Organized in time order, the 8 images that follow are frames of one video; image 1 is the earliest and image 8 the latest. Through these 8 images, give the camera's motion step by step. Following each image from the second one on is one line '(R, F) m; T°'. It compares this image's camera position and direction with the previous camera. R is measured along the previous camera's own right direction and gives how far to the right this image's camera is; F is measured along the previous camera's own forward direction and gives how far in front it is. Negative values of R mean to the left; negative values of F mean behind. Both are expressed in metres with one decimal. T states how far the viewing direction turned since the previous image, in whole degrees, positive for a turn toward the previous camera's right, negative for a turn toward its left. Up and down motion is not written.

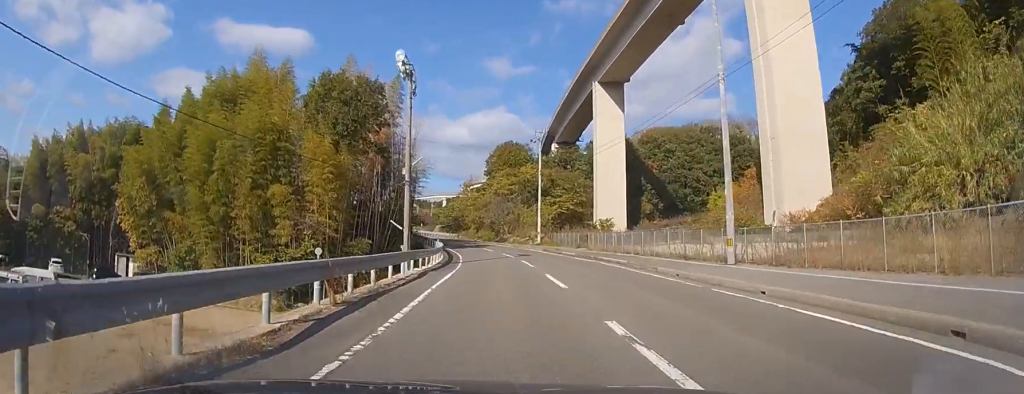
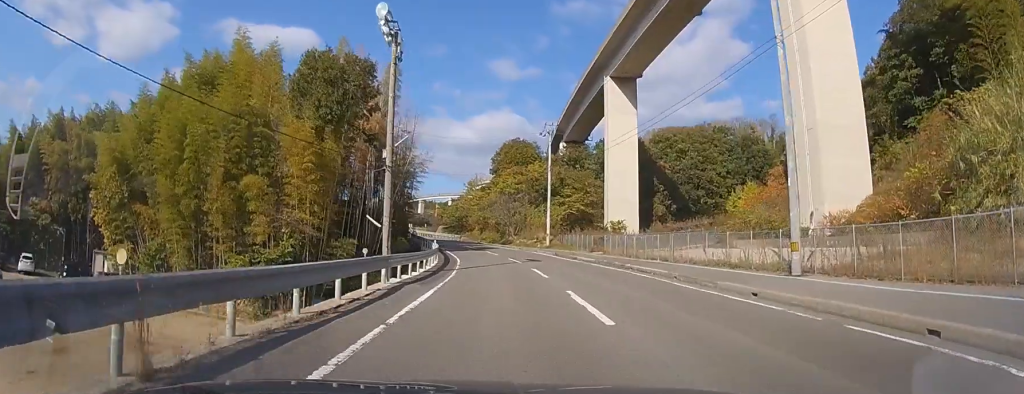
(0.0, +4.6) m; 0°
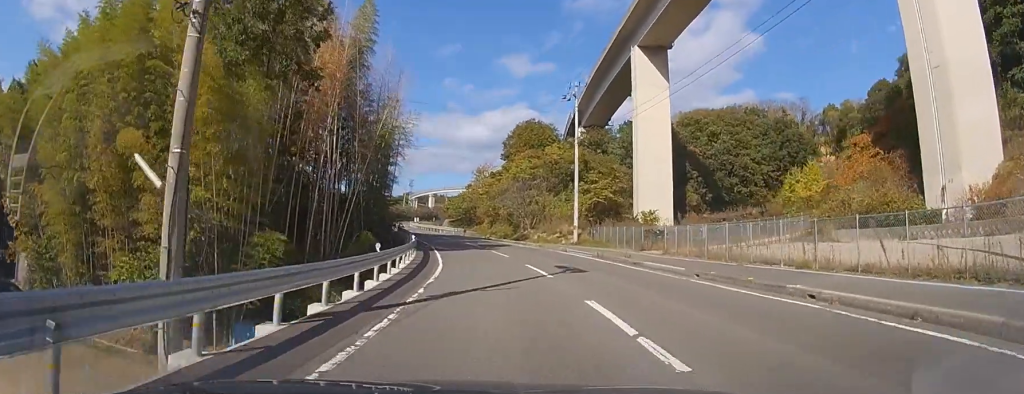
(0.0, +12.3) m; 0°
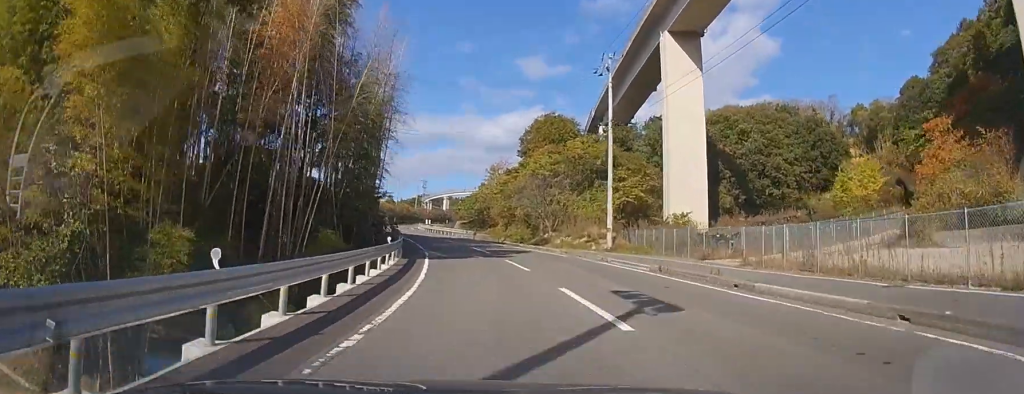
(0.0, +7.7) m; 0°
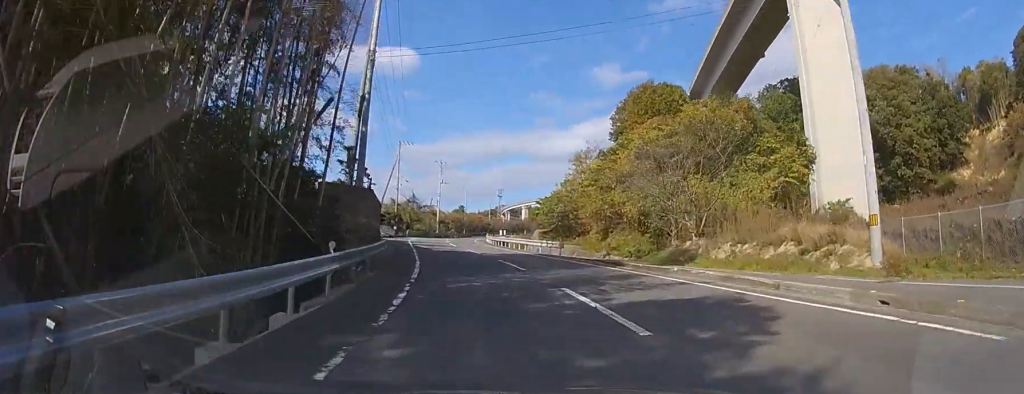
(0.0, +19.8) m; -8°
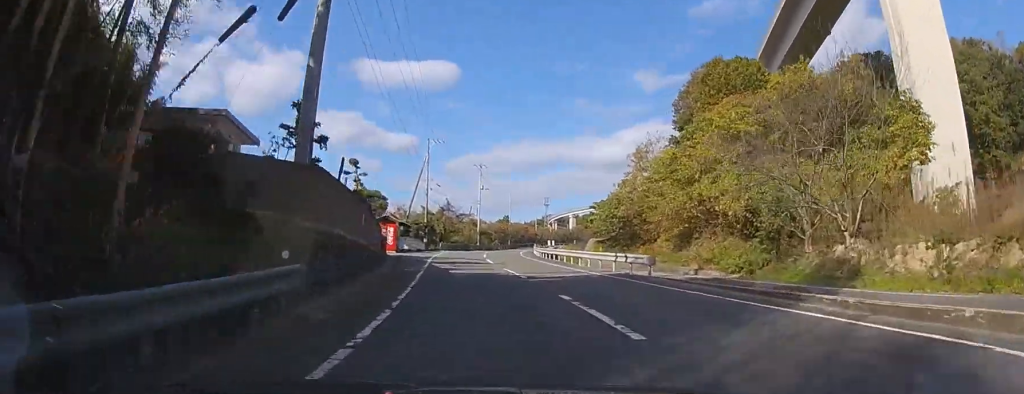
(-1.2, +9.6) m; -11°
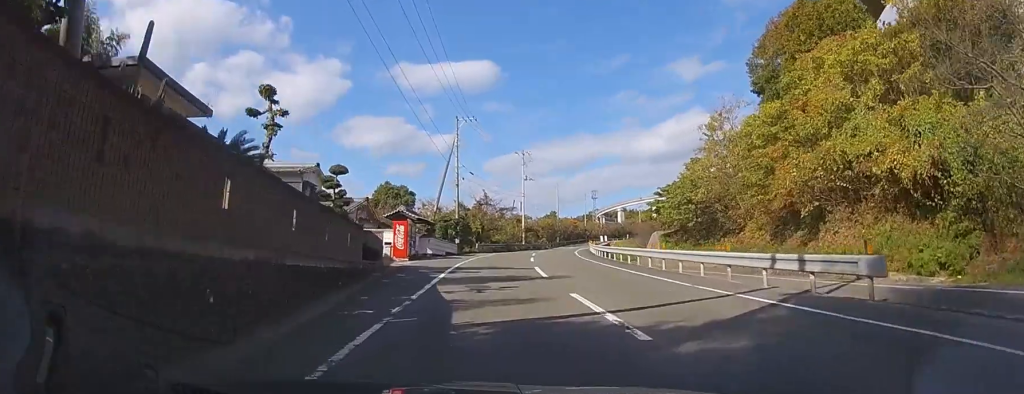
(-0.9, +10.1) m; -7°
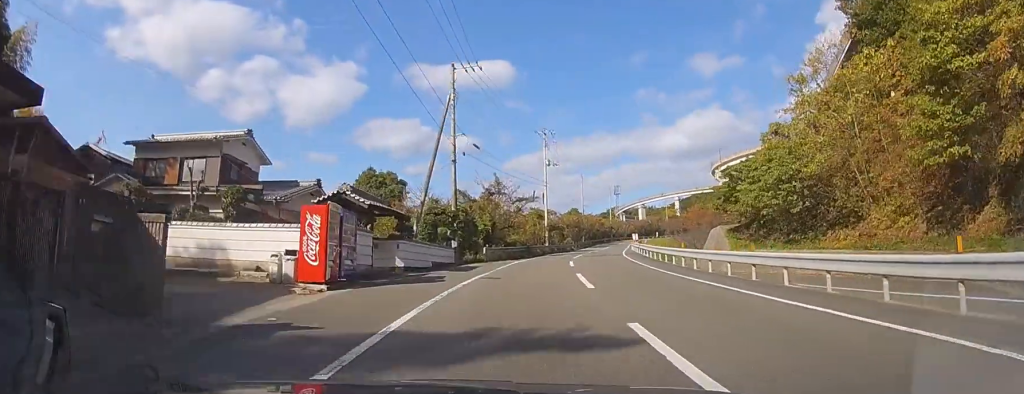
(-0.5, +13.5) m; -2°
